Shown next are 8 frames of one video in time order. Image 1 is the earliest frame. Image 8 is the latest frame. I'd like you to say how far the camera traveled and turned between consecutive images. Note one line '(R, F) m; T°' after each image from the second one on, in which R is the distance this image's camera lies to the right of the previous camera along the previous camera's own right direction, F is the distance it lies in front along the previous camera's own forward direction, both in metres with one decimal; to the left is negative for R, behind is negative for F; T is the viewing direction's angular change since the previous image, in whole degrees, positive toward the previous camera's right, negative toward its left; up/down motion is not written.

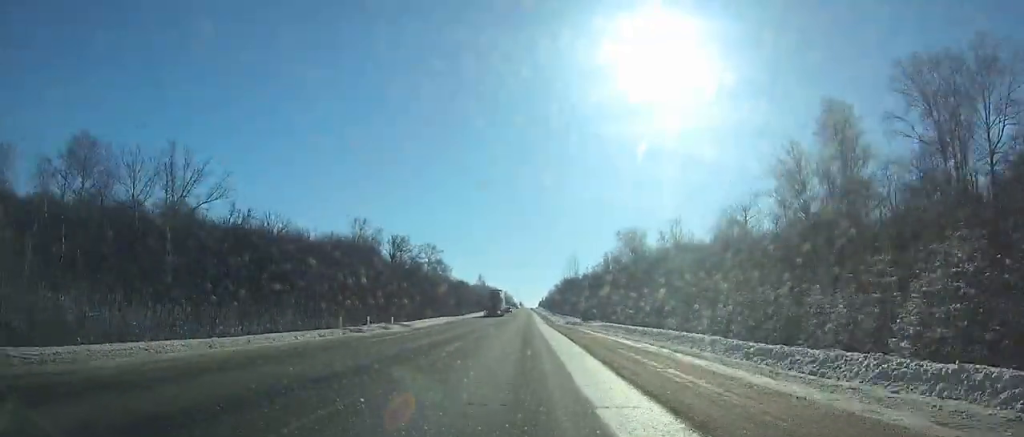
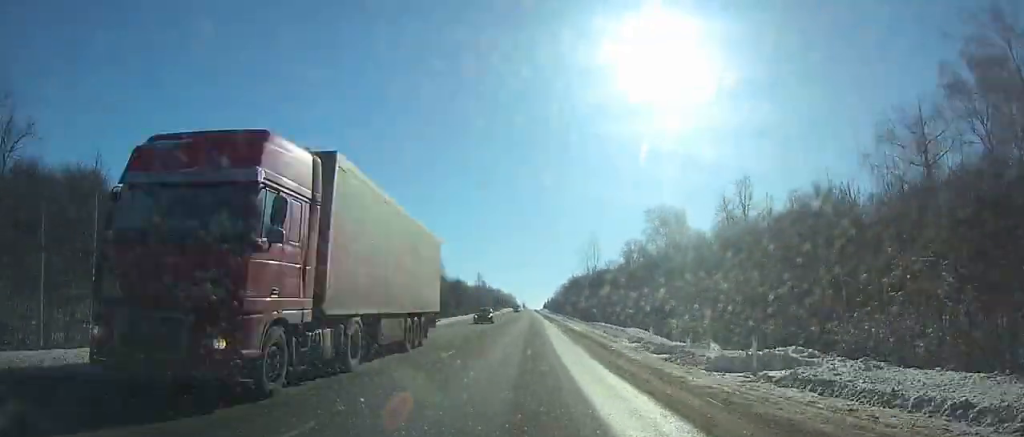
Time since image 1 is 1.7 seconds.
(-0.1, +37.6) m; 0°
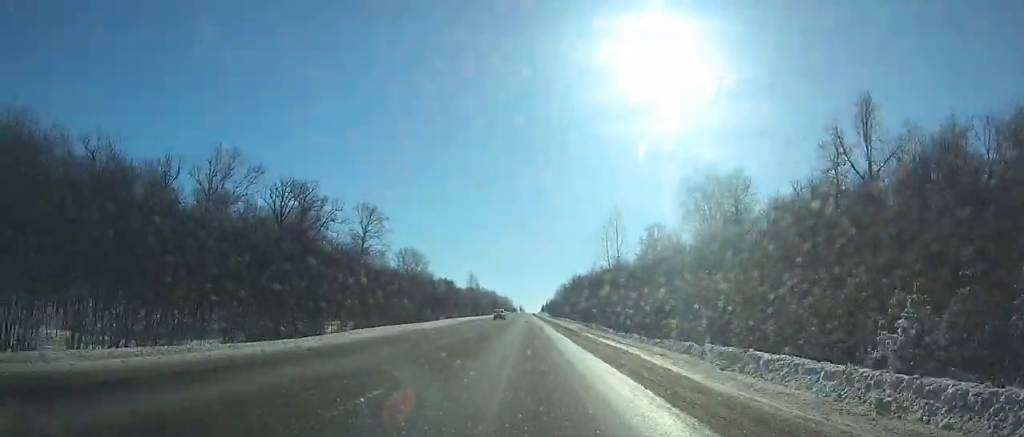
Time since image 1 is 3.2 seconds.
(0.0, +33.2) m; 0°
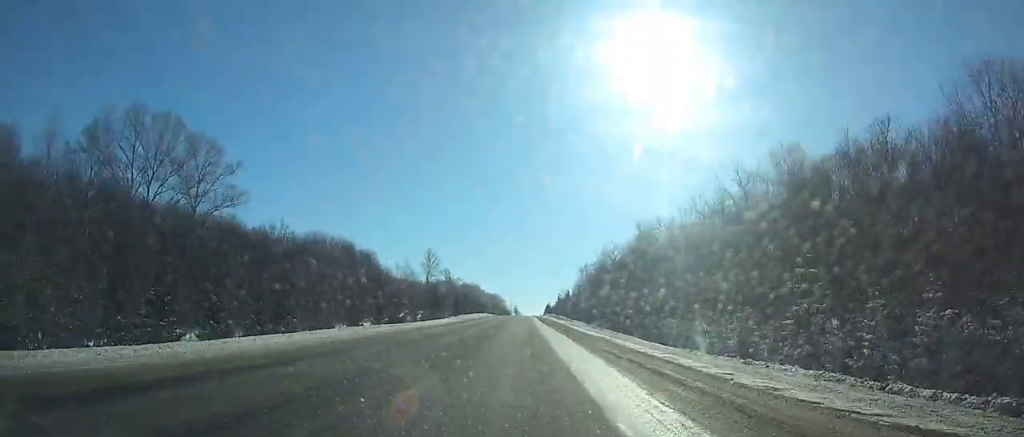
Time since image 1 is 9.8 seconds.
(+0.1, +148.3) m; 0°
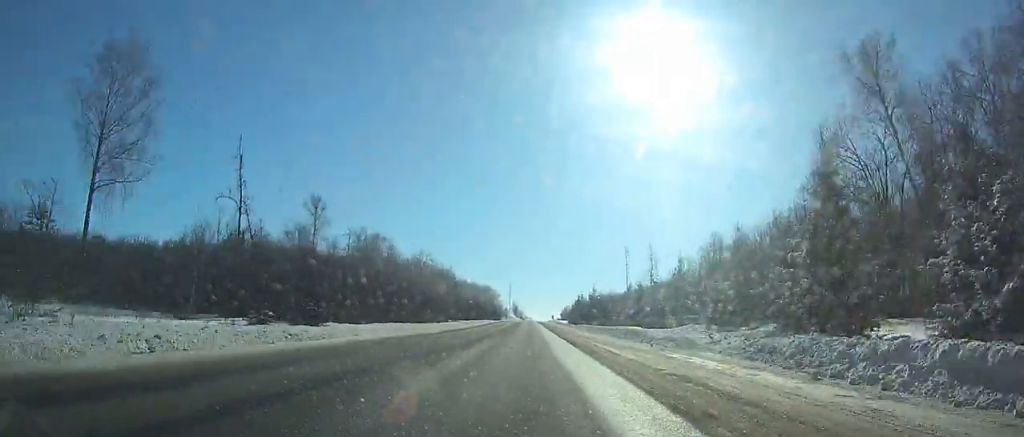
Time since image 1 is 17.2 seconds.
(+0.1, +170.8) m; 0°
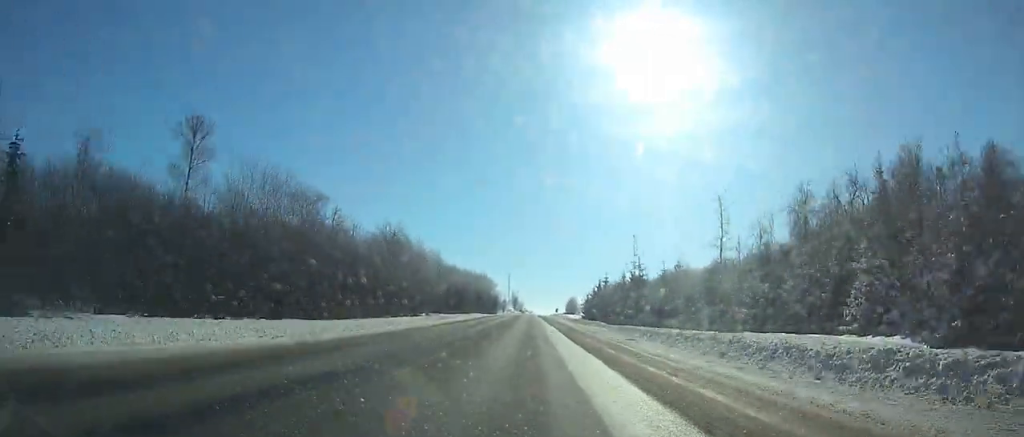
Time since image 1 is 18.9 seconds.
(0.0, +39.5) m; 0°
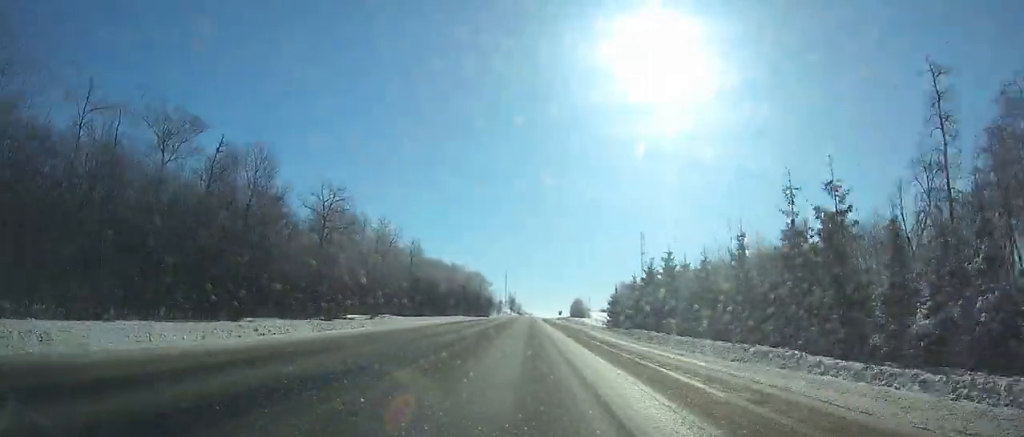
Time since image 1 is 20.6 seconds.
(0.0, +39.5) m; 0°
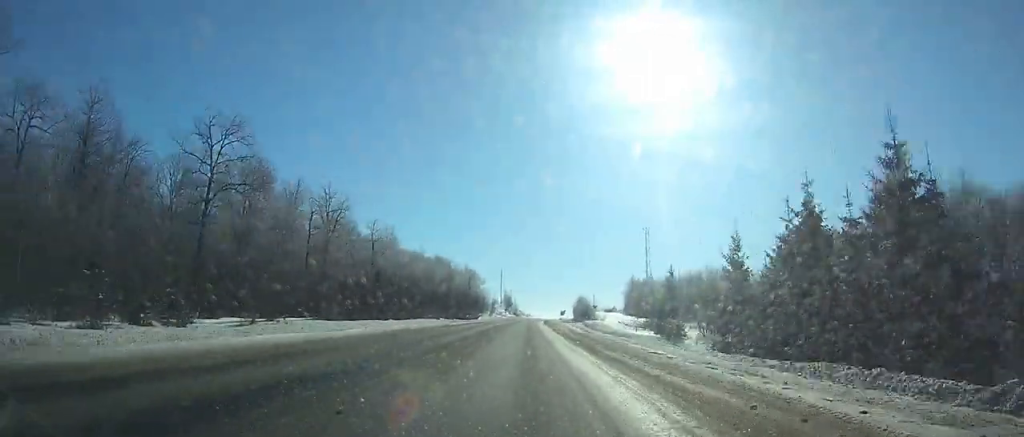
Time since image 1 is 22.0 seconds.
(0.0, +32.6) m; 0°
